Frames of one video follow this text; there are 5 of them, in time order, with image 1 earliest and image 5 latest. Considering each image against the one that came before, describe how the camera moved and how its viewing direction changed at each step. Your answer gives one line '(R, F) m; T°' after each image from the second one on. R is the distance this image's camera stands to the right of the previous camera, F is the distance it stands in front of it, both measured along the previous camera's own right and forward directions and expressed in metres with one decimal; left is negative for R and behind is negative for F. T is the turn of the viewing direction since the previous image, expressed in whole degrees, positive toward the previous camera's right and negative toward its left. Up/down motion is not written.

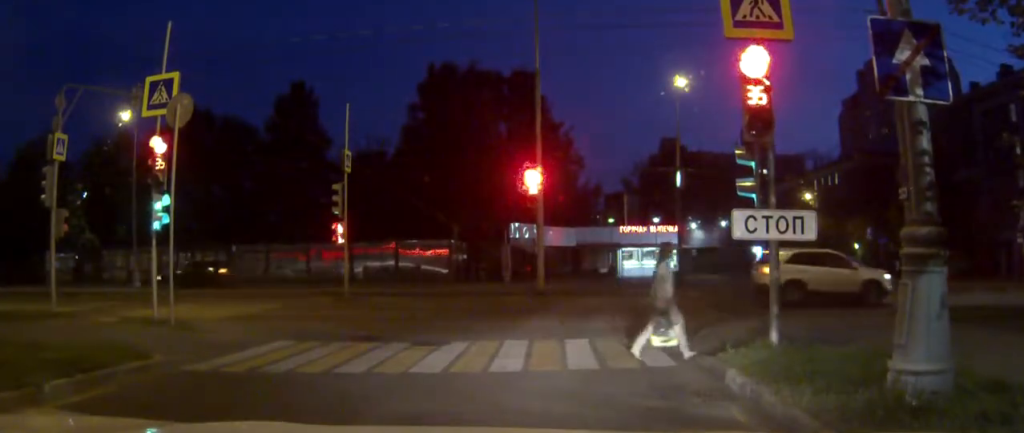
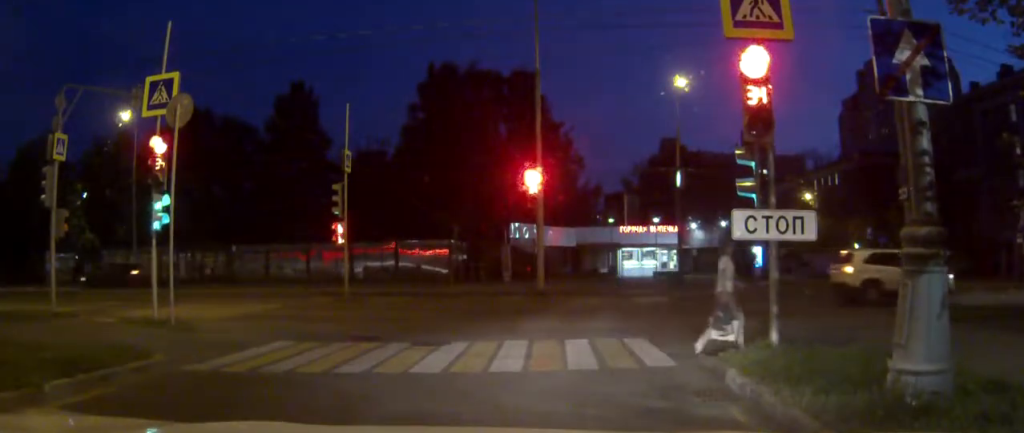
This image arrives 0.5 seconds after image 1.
(-0.1, 0.0) m; 0°
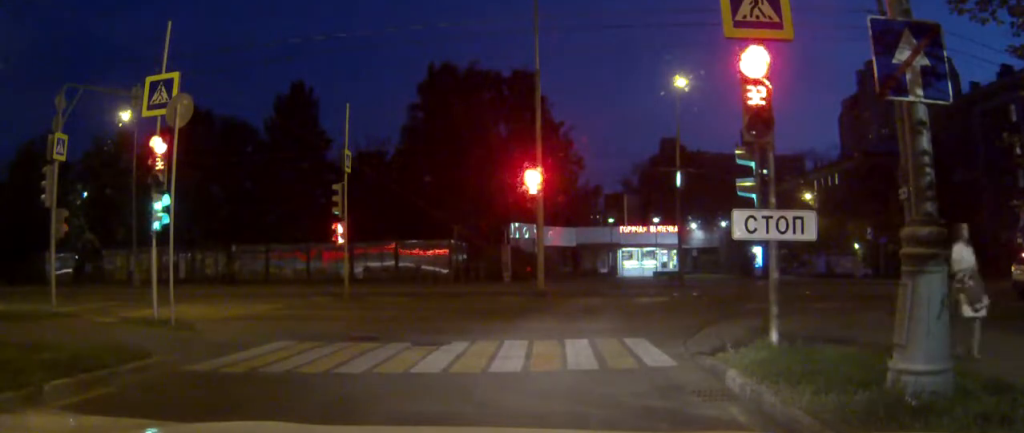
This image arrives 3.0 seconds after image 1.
(-0.1, +0.1) m; 0°
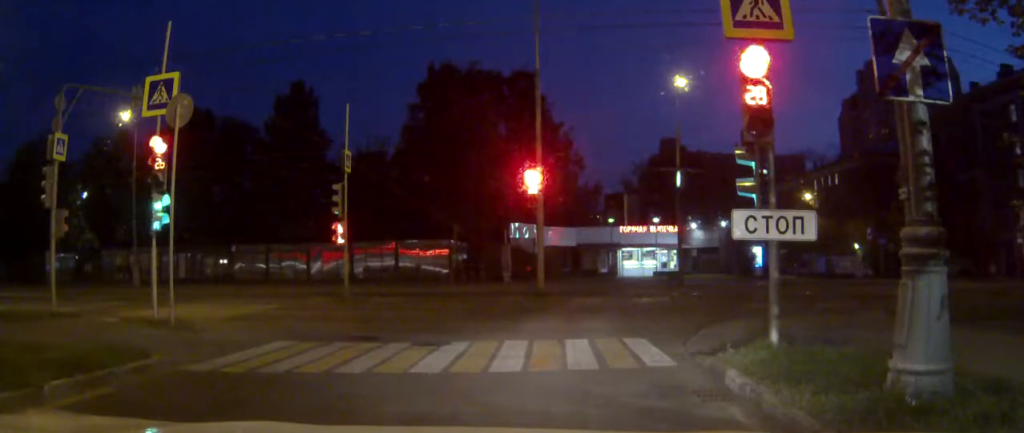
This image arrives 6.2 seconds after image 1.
(0.0, 0.0) m; 0°
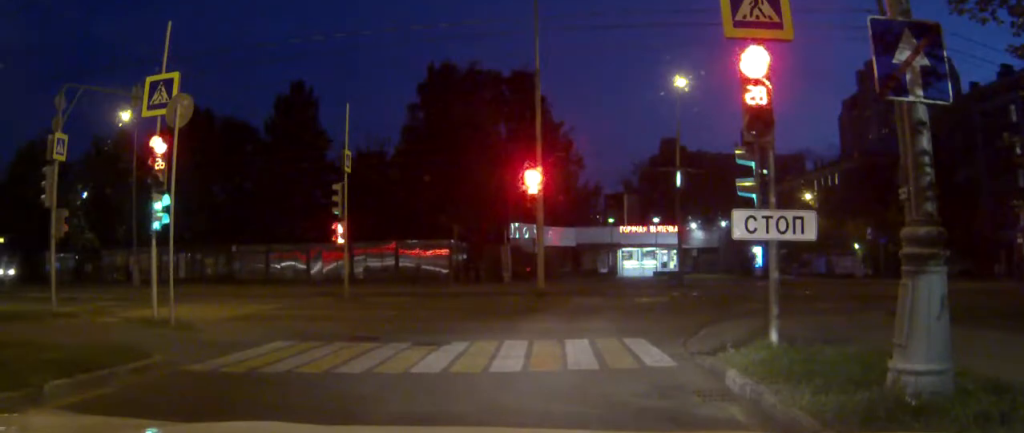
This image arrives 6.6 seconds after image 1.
(0.0, 0.0) m; 0°
